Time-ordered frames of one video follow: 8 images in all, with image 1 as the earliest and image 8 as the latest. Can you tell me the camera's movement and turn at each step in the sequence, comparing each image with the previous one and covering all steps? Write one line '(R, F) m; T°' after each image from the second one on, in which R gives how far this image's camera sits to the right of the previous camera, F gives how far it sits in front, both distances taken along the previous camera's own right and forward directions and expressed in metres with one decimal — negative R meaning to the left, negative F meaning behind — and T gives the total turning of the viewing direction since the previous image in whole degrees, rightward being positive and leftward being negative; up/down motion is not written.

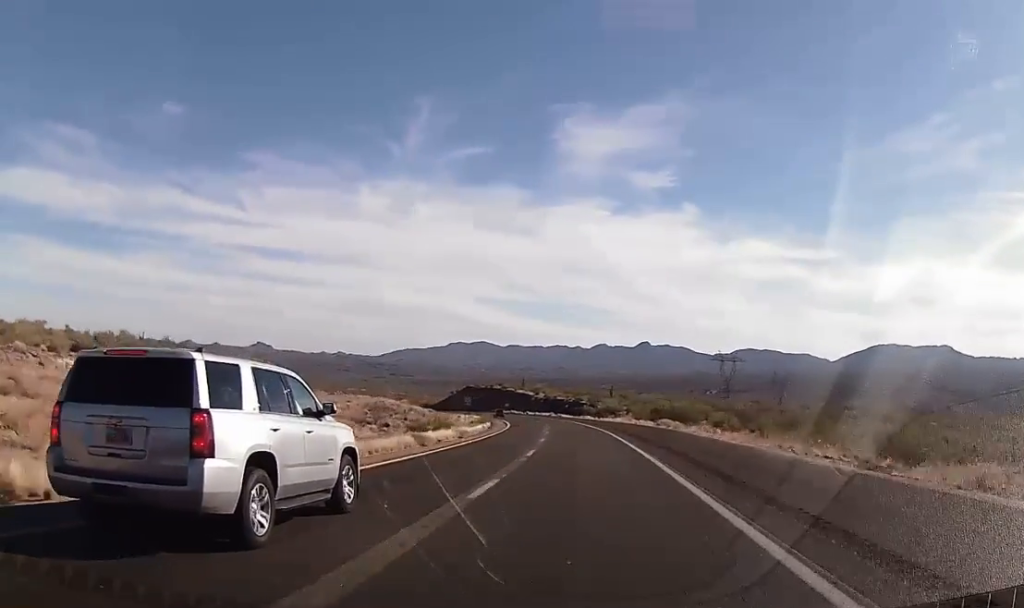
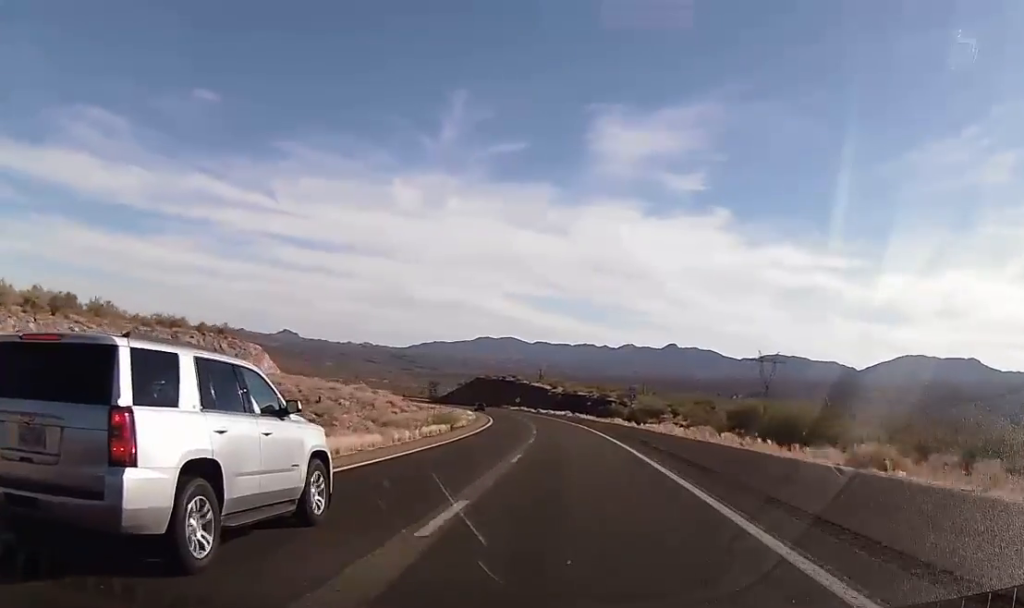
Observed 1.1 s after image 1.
(-0.1, +40.1) m; -1°
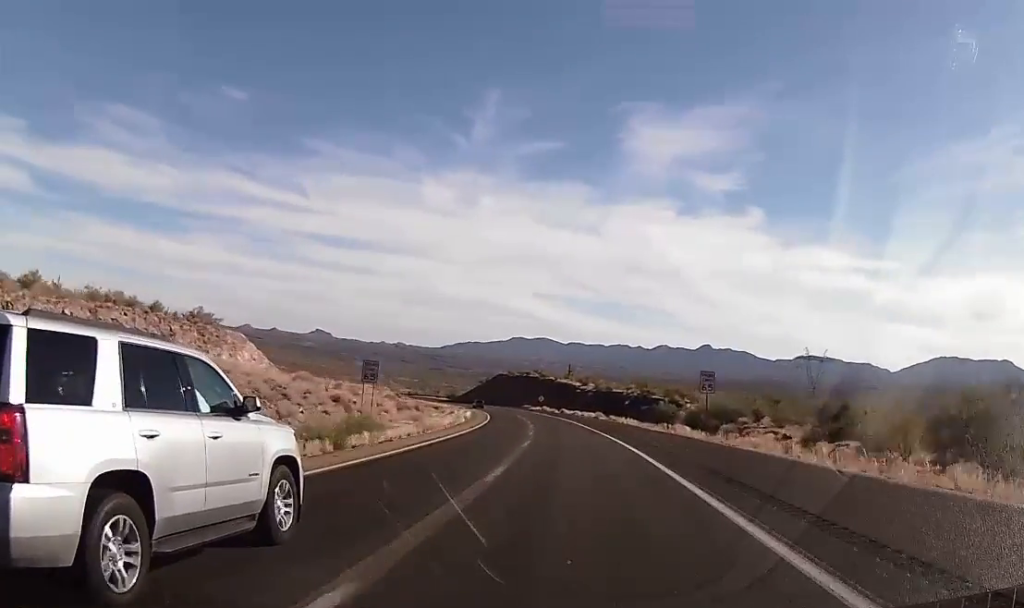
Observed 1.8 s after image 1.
(-0.2, +28.9) m; -1°
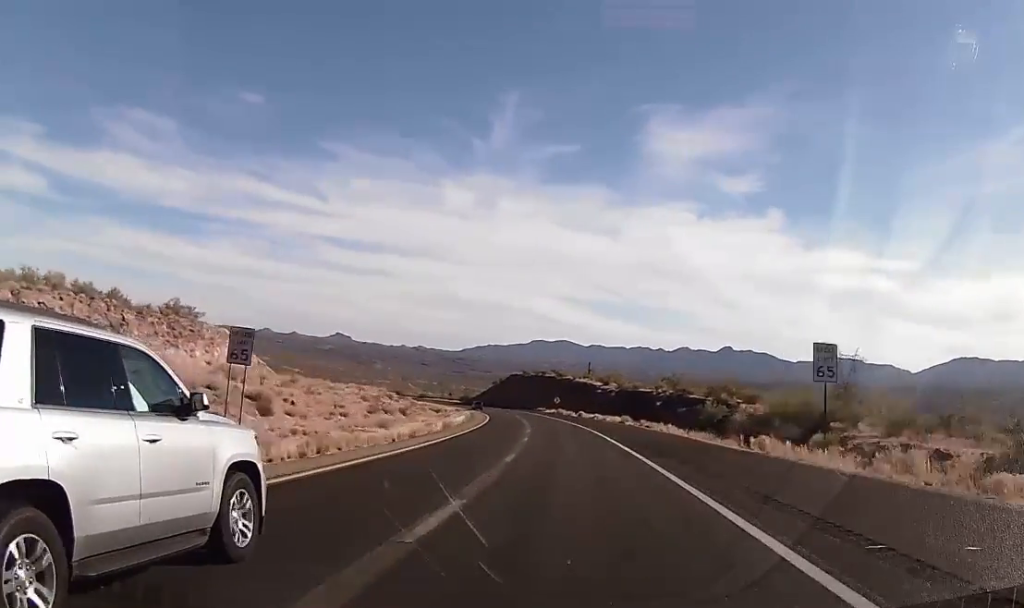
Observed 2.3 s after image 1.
(0.0, +18.9) m; -1°
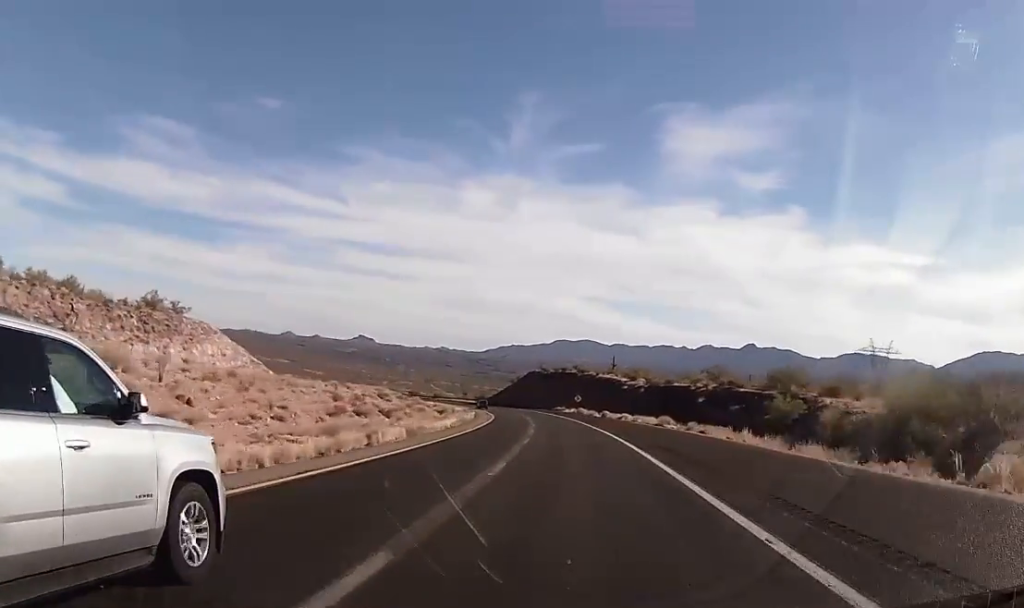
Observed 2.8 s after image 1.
(-0.4, +16.4) m; -1°
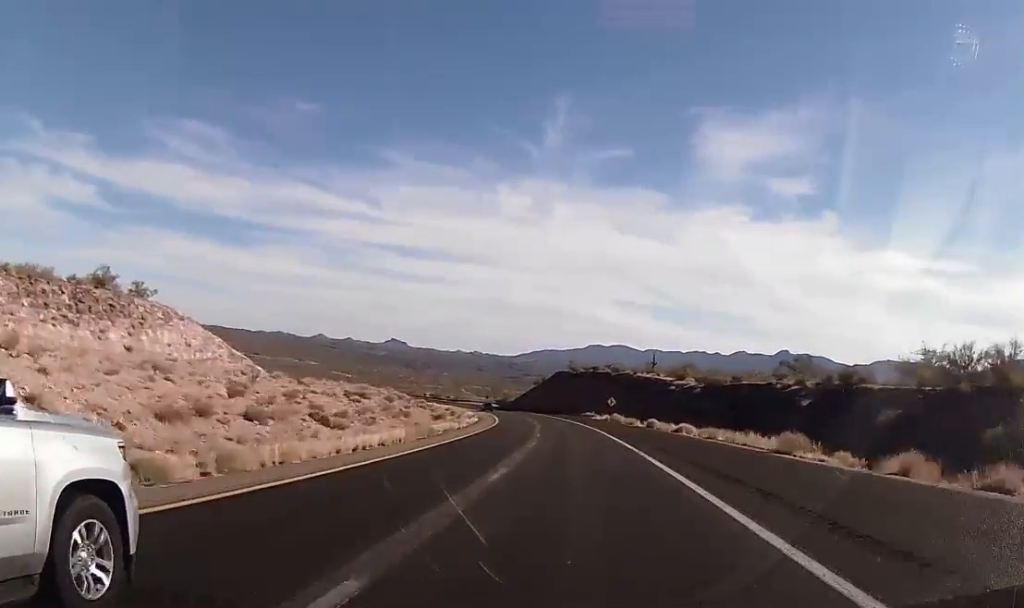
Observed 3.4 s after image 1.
(-0.4, +25.2) m; -2°
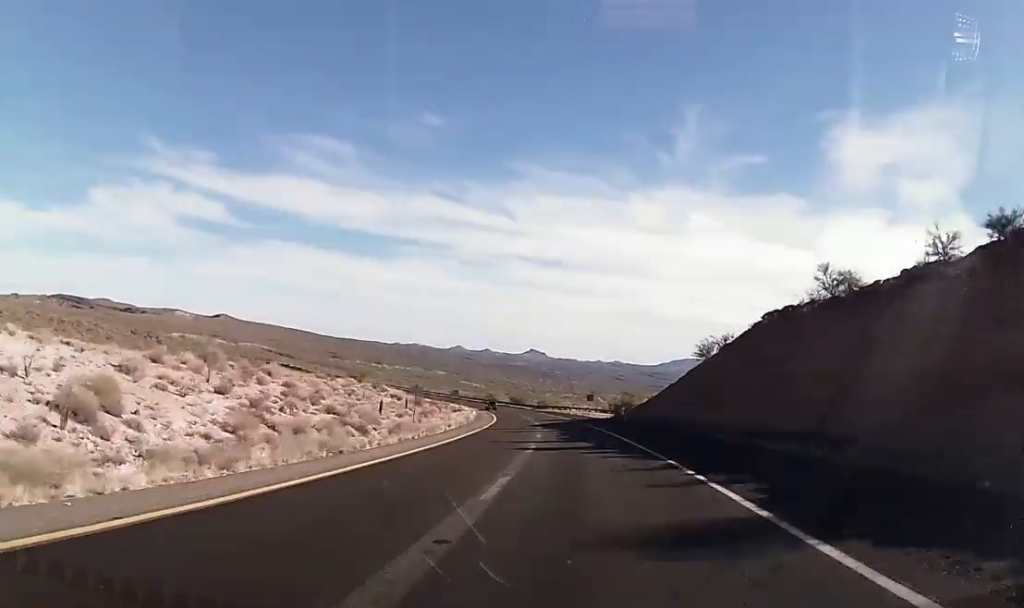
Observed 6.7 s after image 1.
(-12.6, +123.4) m; -11°
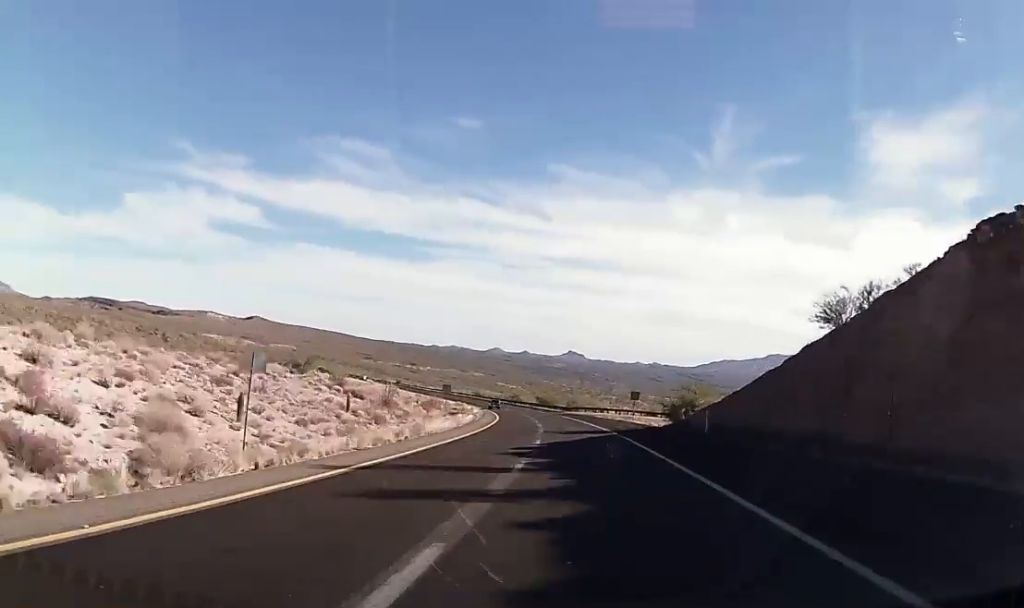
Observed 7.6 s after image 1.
(-0.4, +31.5) m; -3°
